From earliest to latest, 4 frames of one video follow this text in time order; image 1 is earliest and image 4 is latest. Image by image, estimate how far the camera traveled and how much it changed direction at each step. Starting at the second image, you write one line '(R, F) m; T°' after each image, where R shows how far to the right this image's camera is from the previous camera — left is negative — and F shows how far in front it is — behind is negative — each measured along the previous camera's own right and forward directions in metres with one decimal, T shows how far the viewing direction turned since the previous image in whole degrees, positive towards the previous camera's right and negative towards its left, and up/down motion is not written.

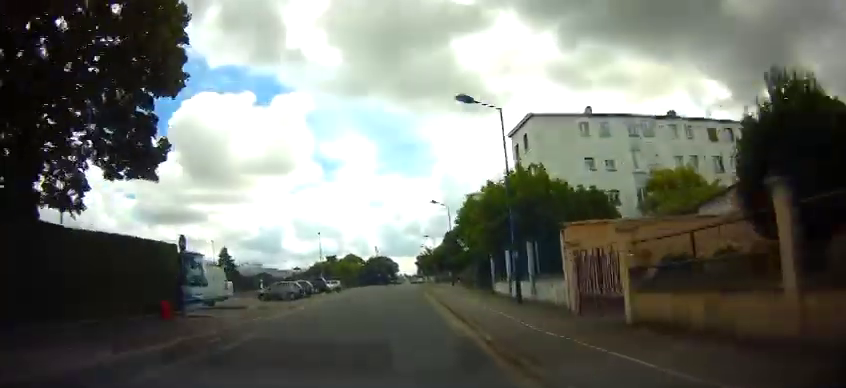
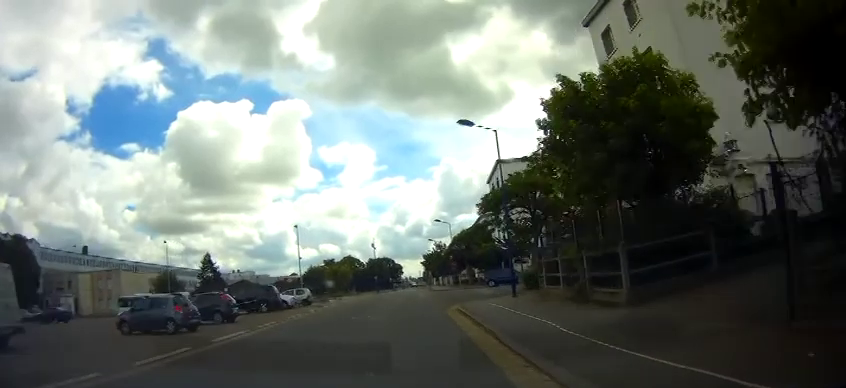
(+0.7, +24.0) m; +1°
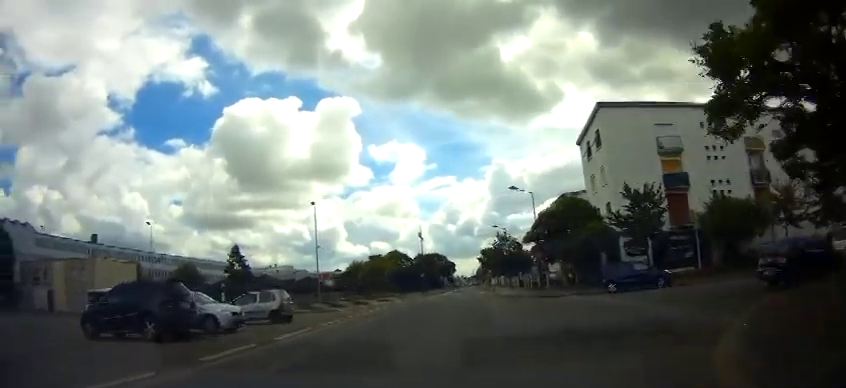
(-0.9, +20.2) m; -4°
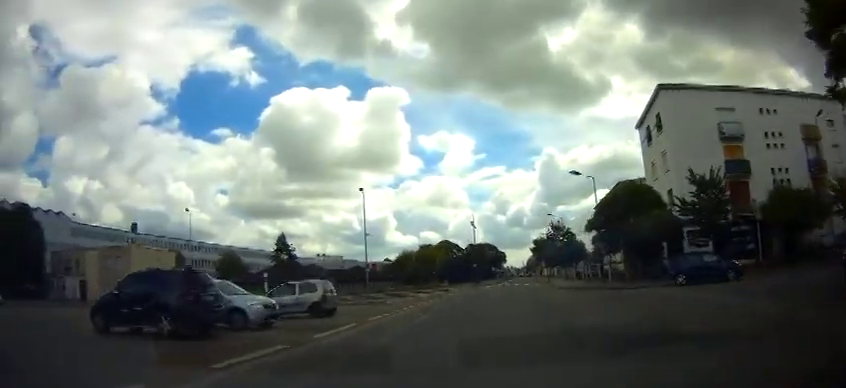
(0.0, +2.2) m; -5°
